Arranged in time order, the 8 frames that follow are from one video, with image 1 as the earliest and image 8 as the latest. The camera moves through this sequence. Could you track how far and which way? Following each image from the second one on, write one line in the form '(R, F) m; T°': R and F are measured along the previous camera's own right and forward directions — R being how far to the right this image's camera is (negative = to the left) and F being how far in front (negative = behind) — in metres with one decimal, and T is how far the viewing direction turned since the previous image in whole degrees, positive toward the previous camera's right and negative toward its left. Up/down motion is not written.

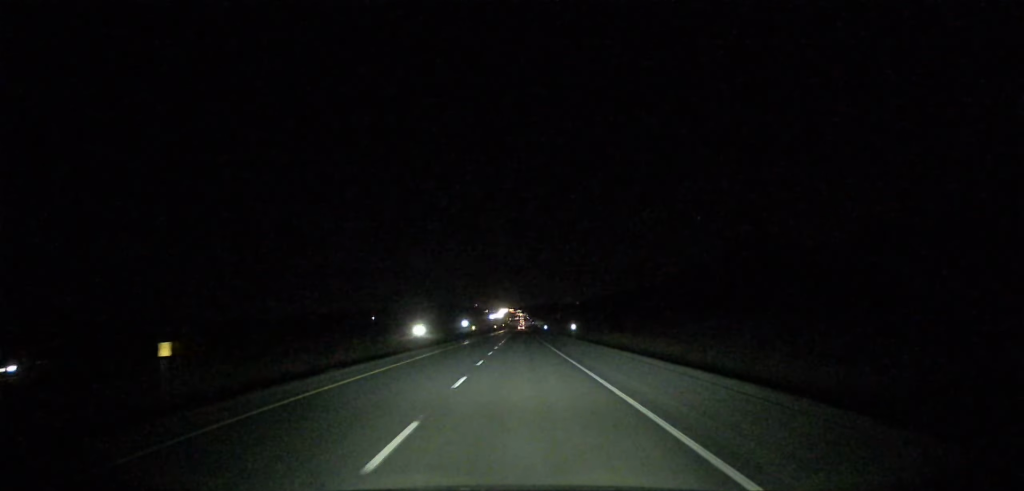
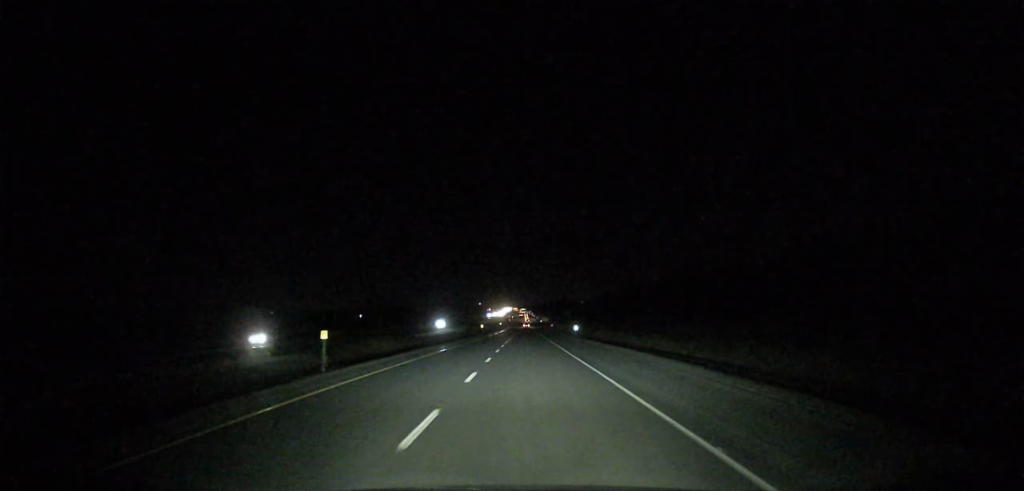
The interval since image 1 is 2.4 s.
(+0.1, +88.4) m; 0°
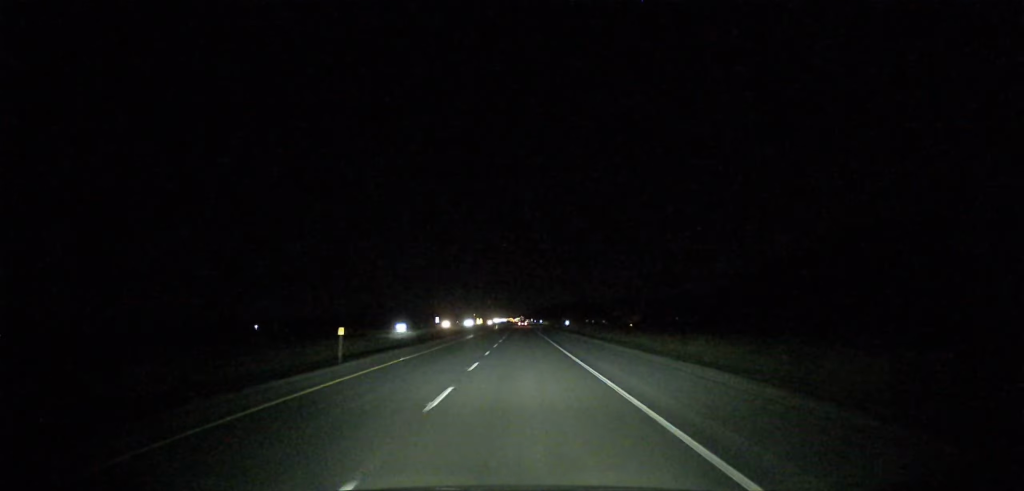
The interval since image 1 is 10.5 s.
(+0.5, +297.0) m; 0°
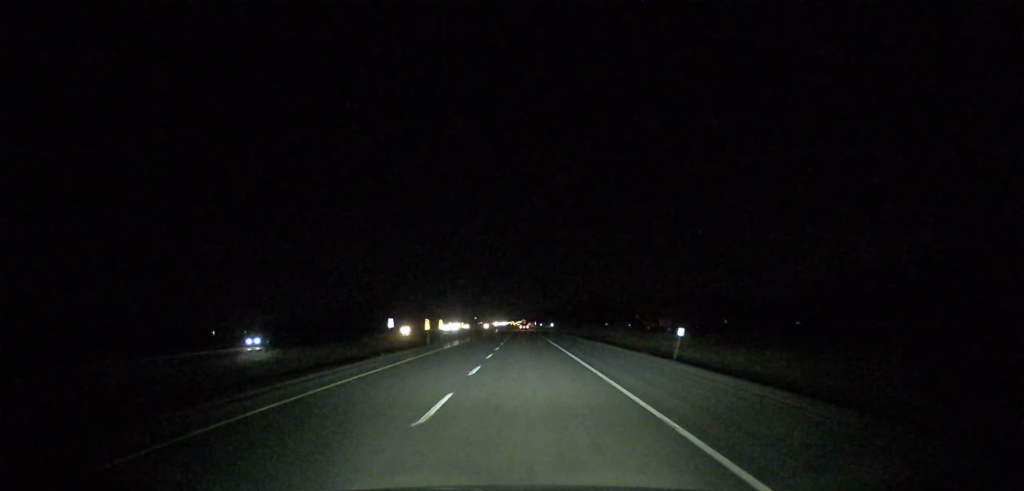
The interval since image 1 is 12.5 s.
(+0.1, +72.1) m; 0°
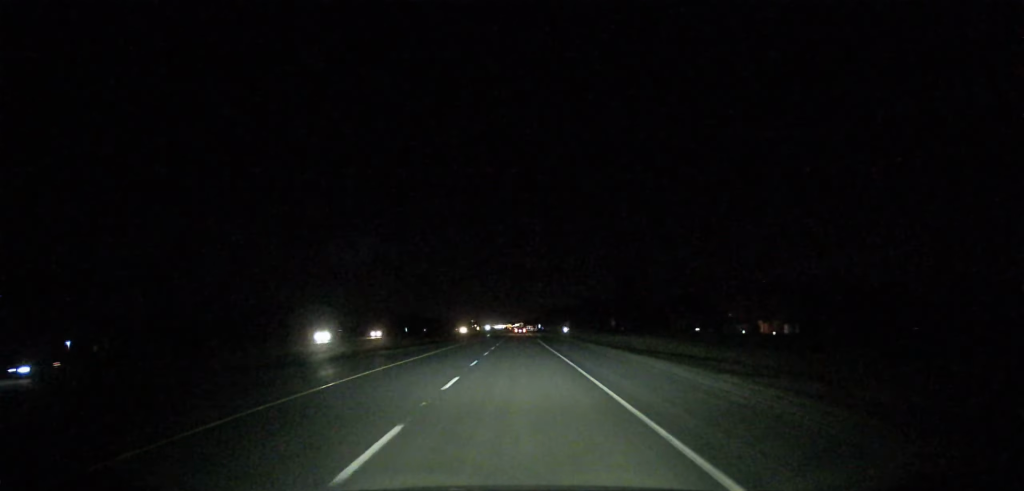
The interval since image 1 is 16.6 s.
(0.0, +146.8) m; 0°
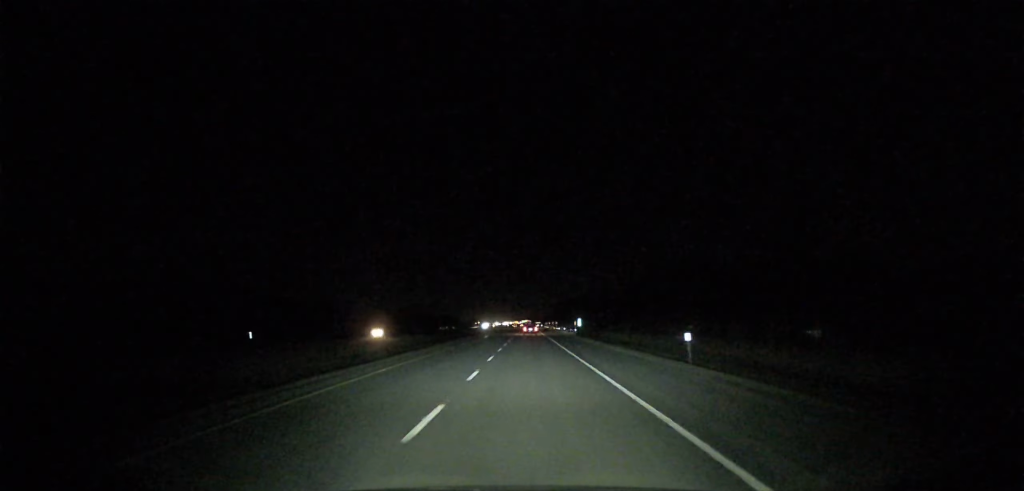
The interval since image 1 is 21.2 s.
(-0.3, +163.9) m; 0°
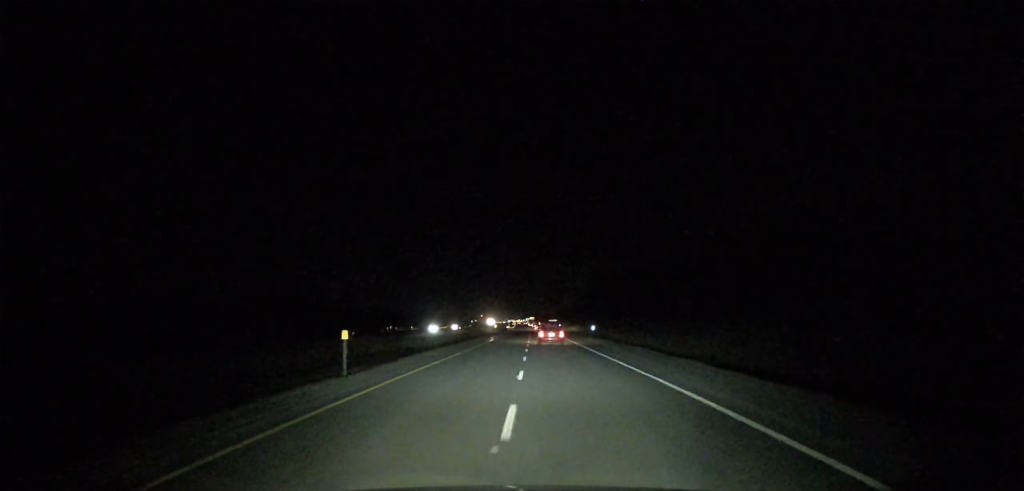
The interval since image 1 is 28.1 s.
(-1.1, +237.4) m; -1°
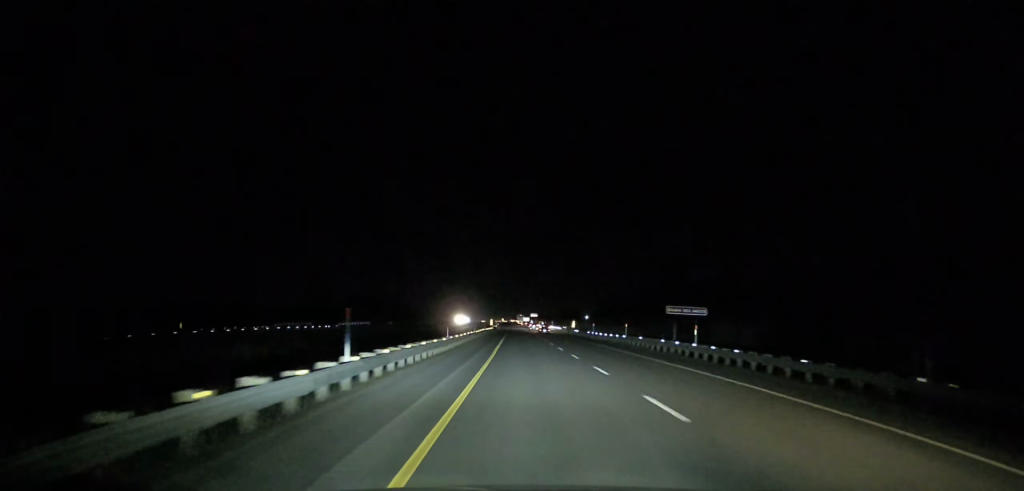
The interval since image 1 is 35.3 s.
(-0.8, +258.7) m; -1°
